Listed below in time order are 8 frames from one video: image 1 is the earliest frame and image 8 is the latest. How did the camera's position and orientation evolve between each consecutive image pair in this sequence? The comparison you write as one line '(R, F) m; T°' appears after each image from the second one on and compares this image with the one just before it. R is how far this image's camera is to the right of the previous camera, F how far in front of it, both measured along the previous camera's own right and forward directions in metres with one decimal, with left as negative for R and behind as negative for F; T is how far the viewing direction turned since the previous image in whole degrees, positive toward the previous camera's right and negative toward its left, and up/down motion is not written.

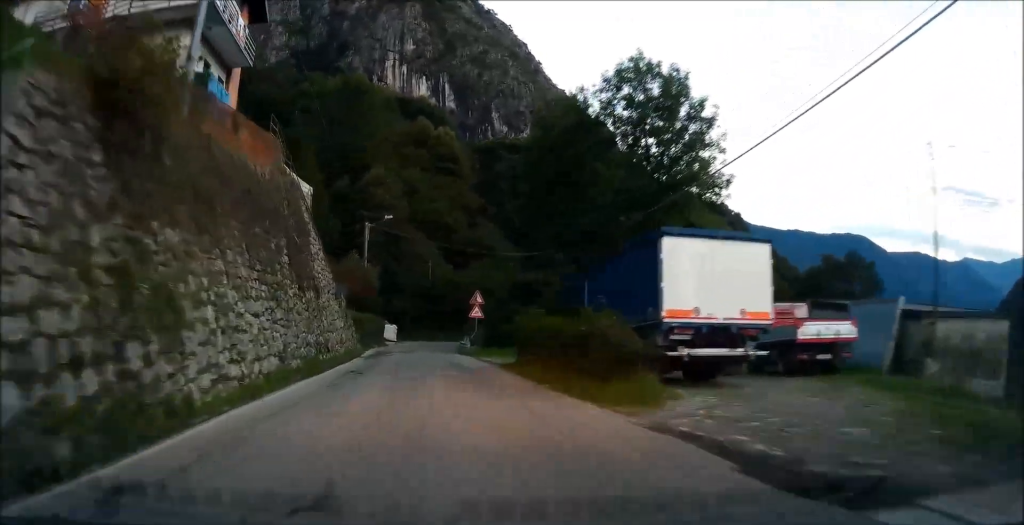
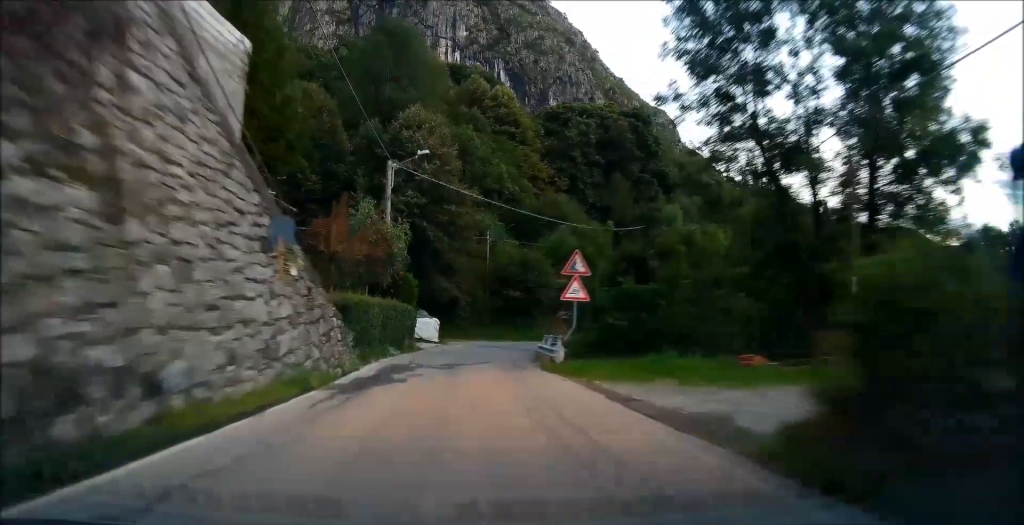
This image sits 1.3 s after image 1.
(-0.8, +16.3) m; -6°
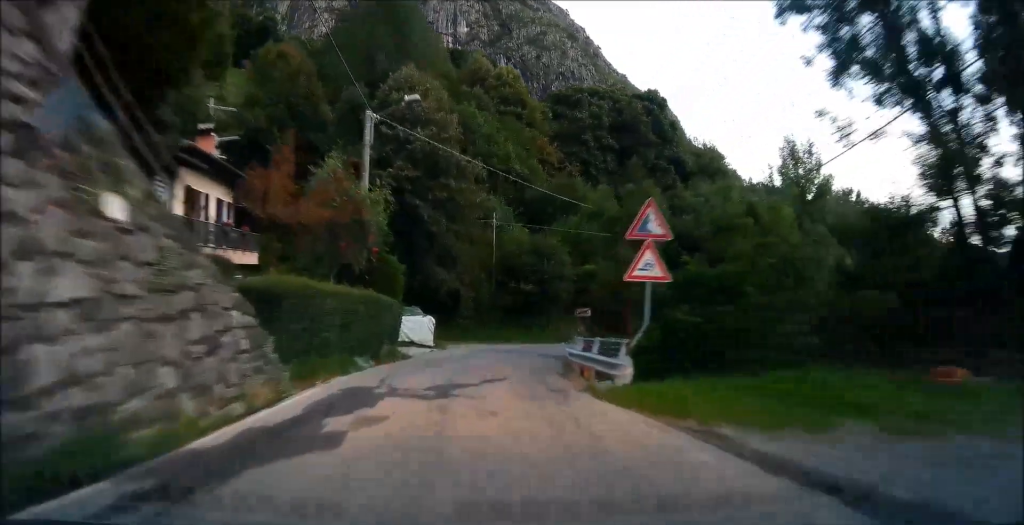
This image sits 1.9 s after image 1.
(-0.1, +7.6) m; -2°
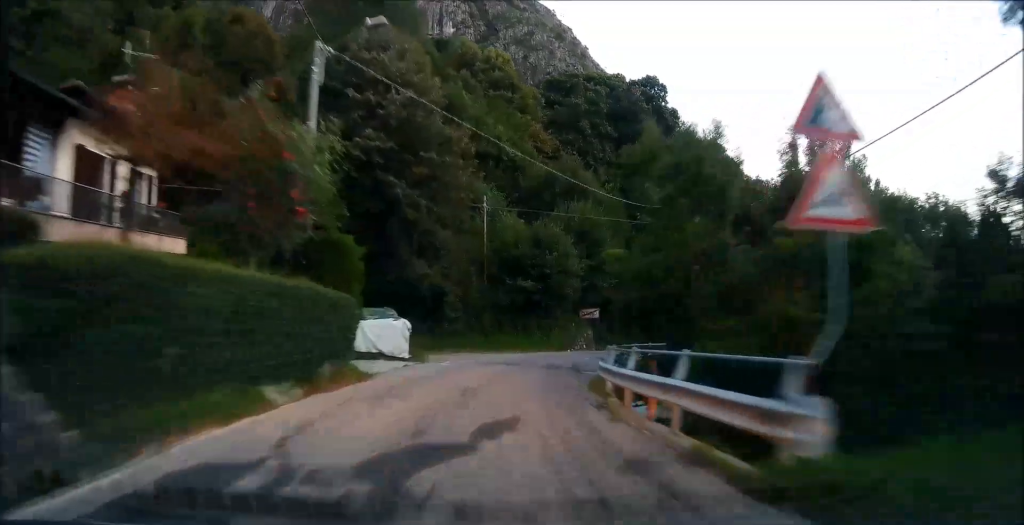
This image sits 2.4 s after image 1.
(-0.5, +7.0) m; 0°
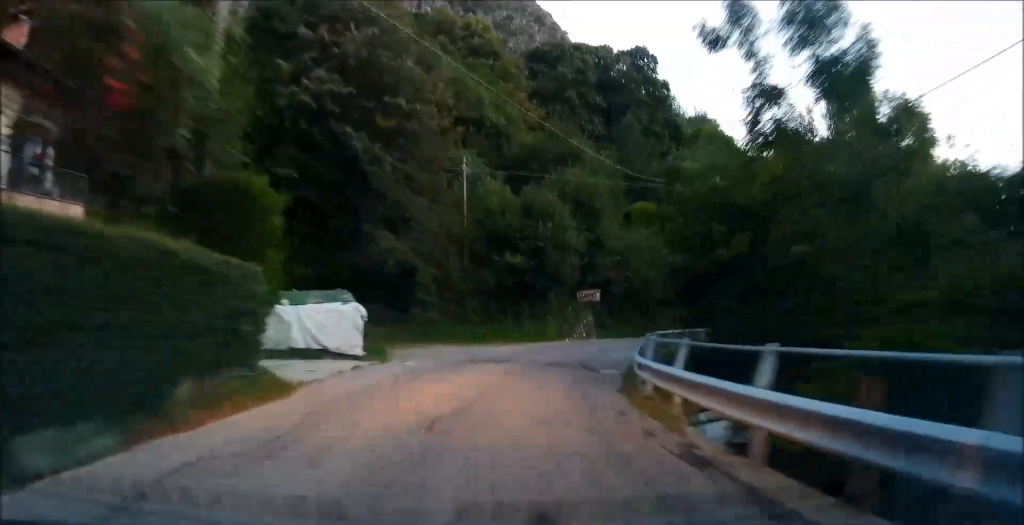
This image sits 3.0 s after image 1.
(+0.1, +6.3) m; +2°
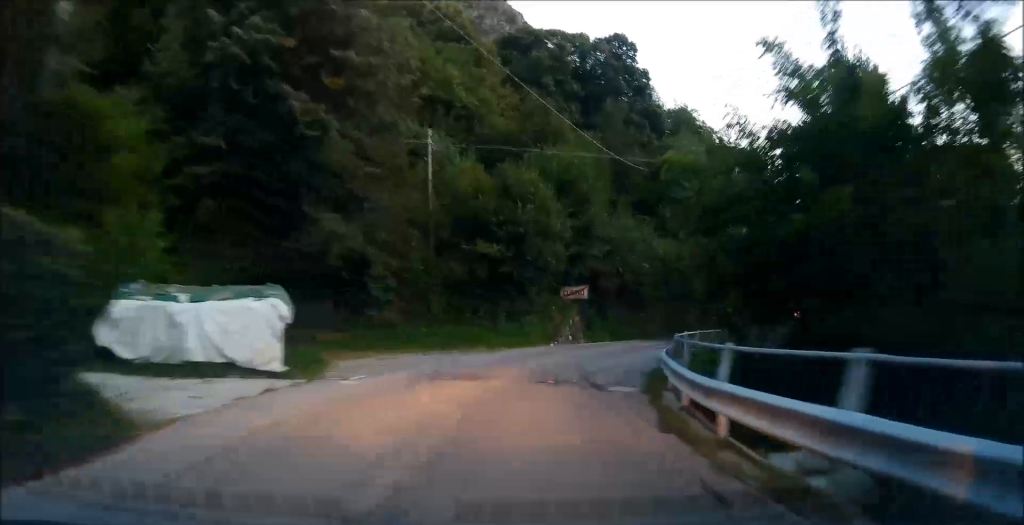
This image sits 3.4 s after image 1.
(+0.2, +5.3) m; +2°
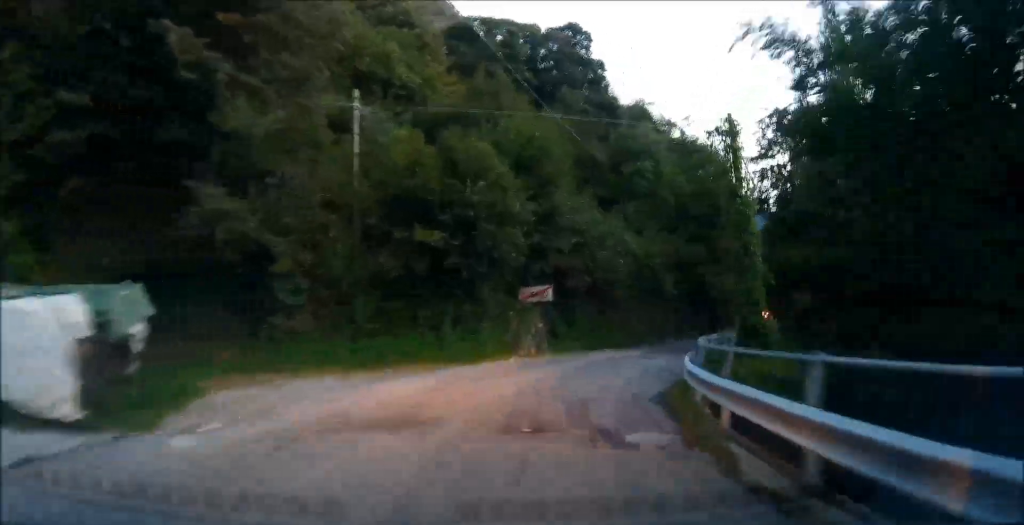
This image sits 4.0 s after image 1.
(+0.1, +6.2) m; +7°
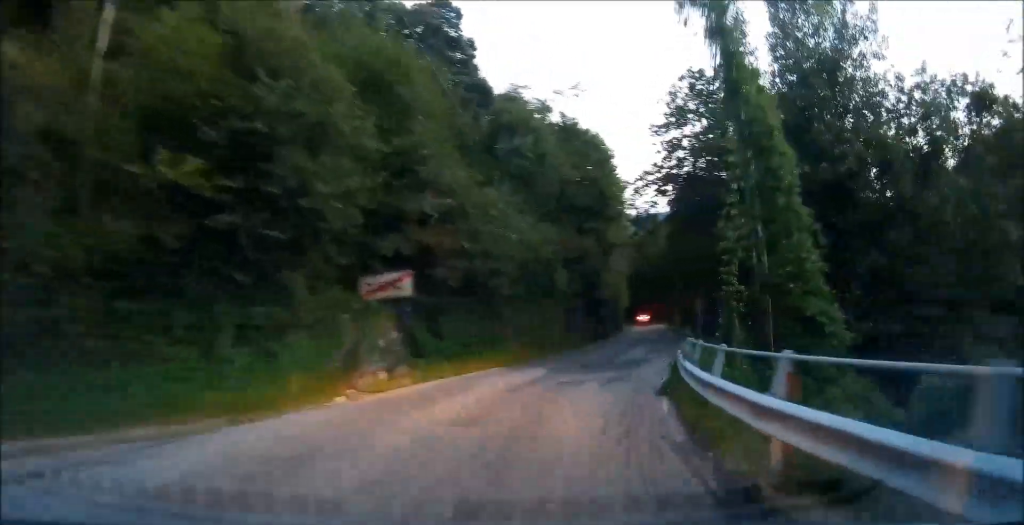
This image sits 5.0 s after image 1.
(+0.9, +9.6) m; +14°
